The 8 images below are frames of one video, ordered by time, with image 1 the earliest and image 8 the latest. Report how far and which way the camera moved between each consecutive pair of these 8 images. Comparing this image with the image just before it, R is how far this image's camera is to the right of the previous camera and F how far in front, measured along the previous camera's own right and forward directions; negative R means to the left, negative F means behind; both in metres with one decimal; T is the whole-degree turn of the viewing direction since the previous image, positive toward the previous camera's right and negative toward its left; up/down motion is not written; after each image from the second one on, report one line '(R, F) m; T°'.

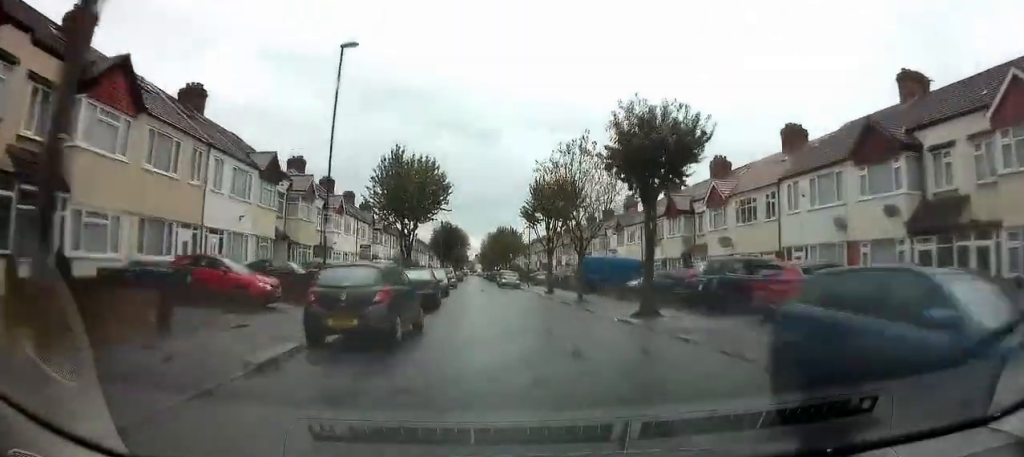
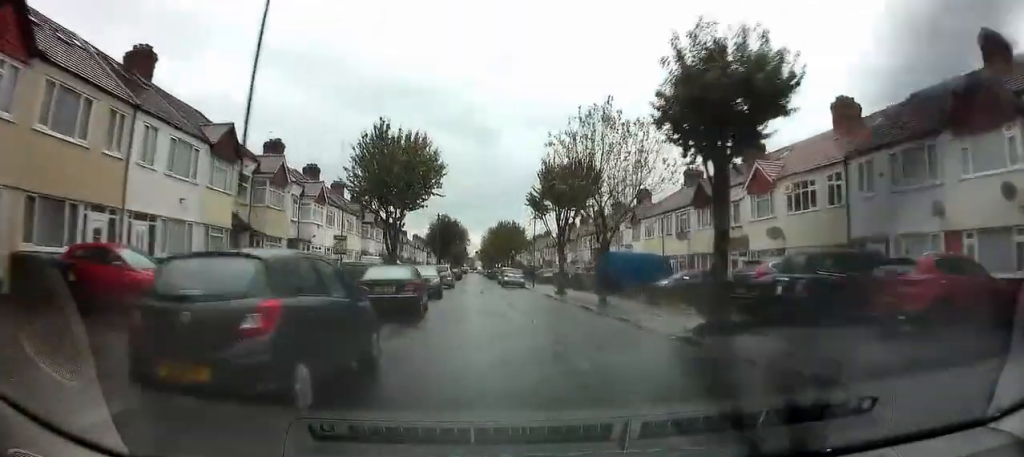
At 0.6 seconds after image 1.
(+0.1, +5.4) m; 0°
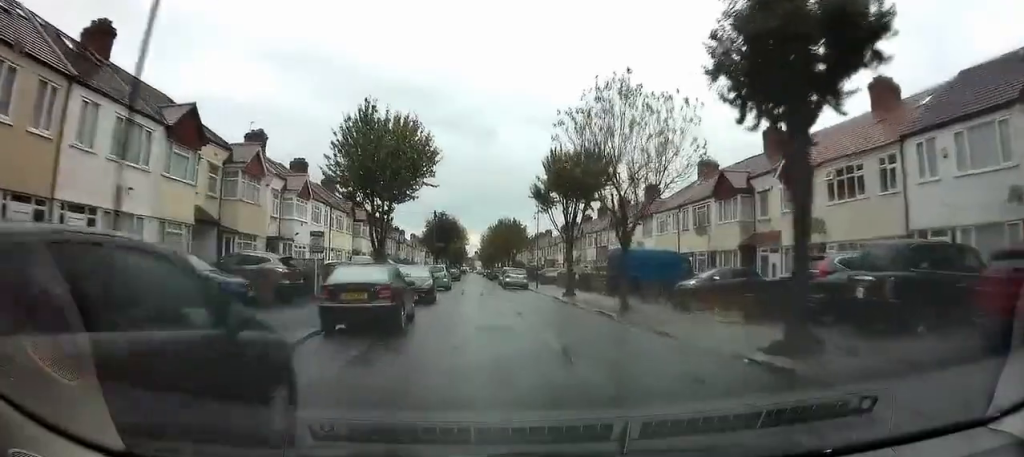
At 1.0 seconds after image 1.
(-0.2, +3.5) m; 0°
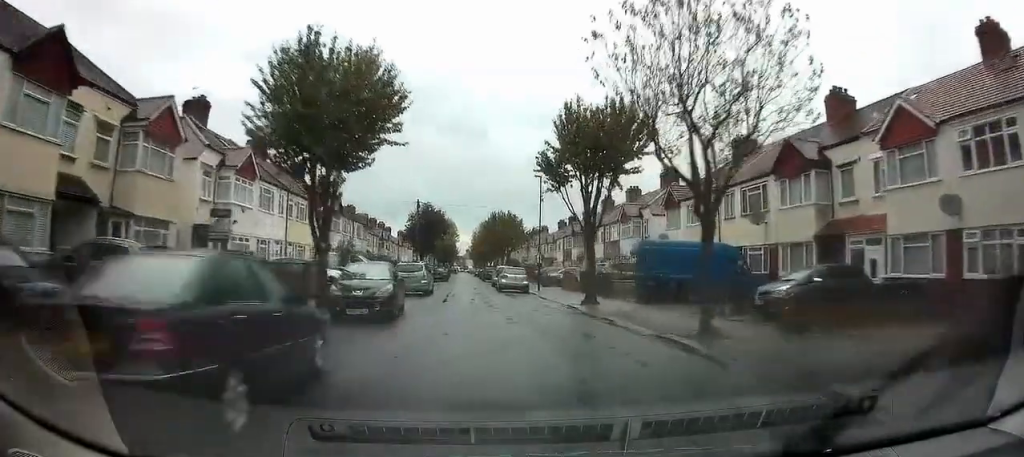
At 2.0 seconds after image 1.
(0.0, +8.2) m; 0°
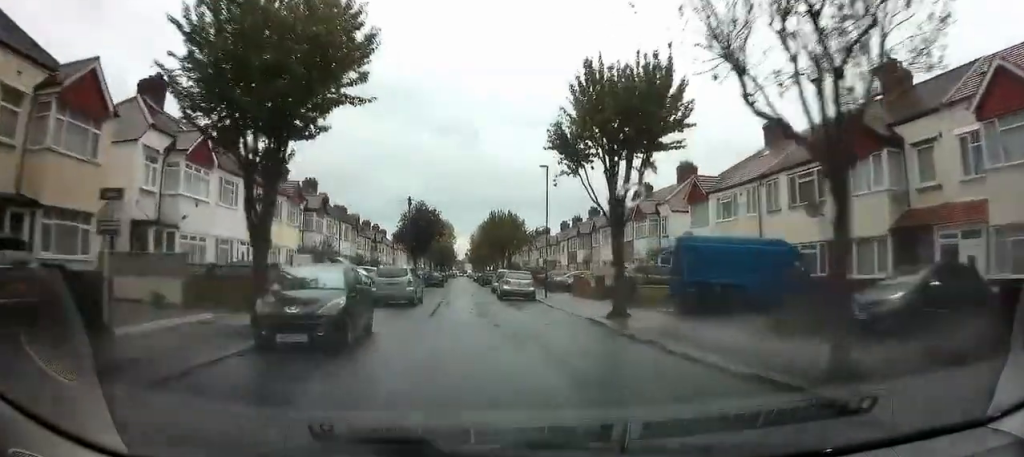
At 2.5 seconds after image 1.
(+0.1, +5.0) m; 0°
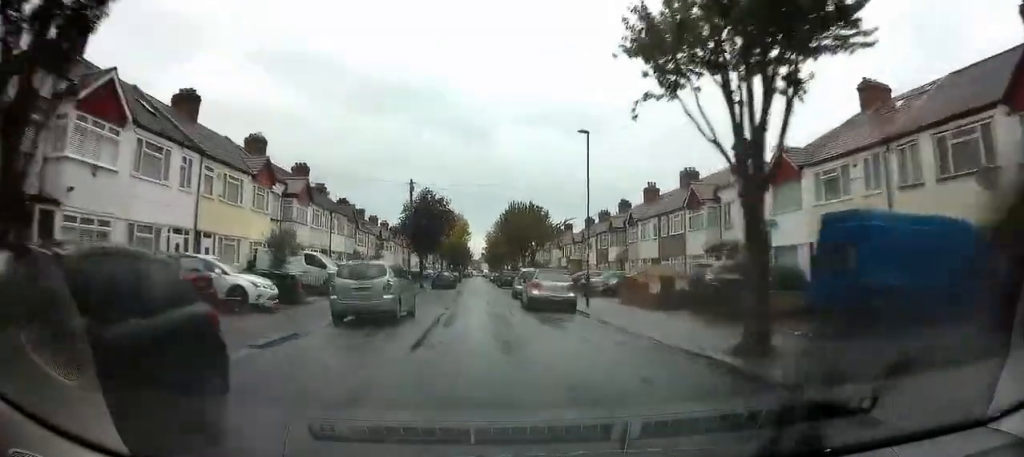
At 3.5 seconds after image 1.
(-0.2, +8.3) m; -2°
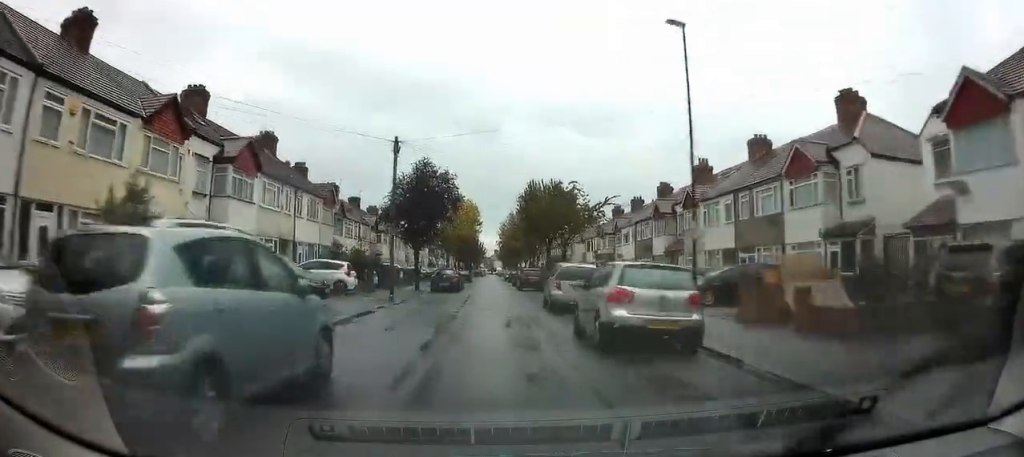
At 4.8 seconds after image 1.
(0.0, +11.1) m; +1°
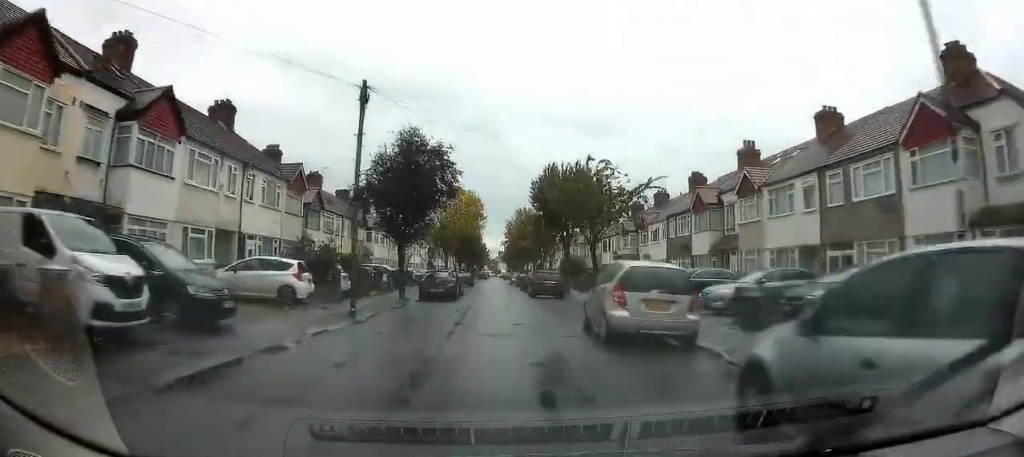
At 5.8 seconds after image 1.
(+0.1, +8.3) m; 0°
